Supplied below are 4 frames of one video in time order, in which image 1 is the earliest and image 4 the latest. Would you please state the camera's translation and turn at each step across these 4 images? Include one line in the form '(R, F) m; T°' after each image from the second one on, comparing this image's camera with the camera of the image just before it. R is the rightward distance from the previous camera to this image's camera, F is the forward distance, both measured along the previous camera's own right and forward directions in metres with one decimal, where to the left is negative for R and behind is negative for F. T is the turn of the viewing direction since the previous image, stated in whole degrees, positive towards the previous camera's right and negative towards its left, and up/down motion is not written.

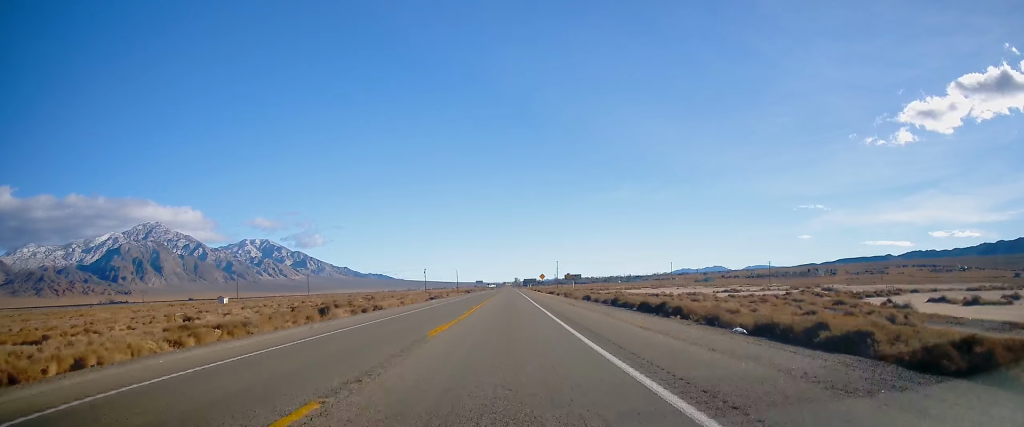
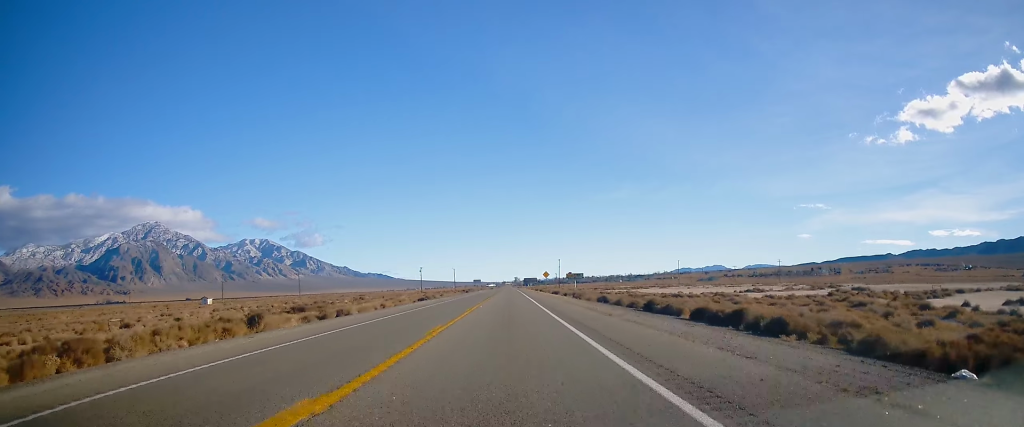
(+0.2, +12.5) m; 0°
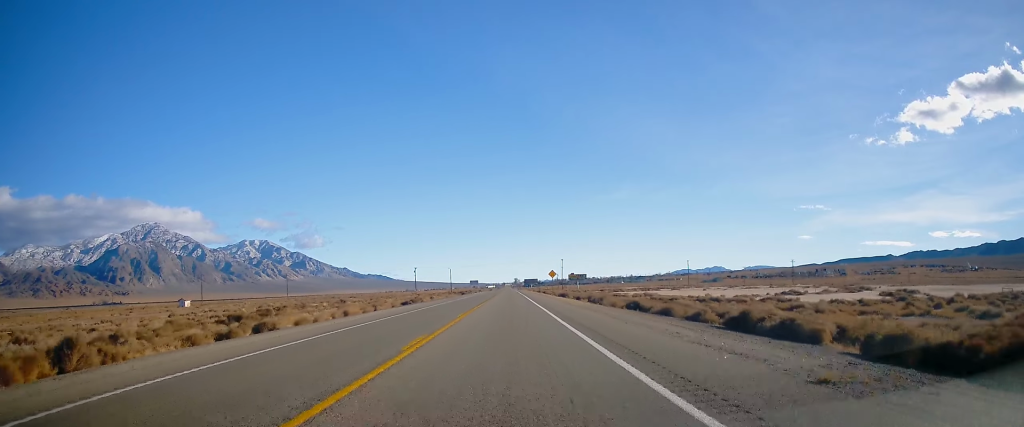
(+0.2, +15.6) m; 0°
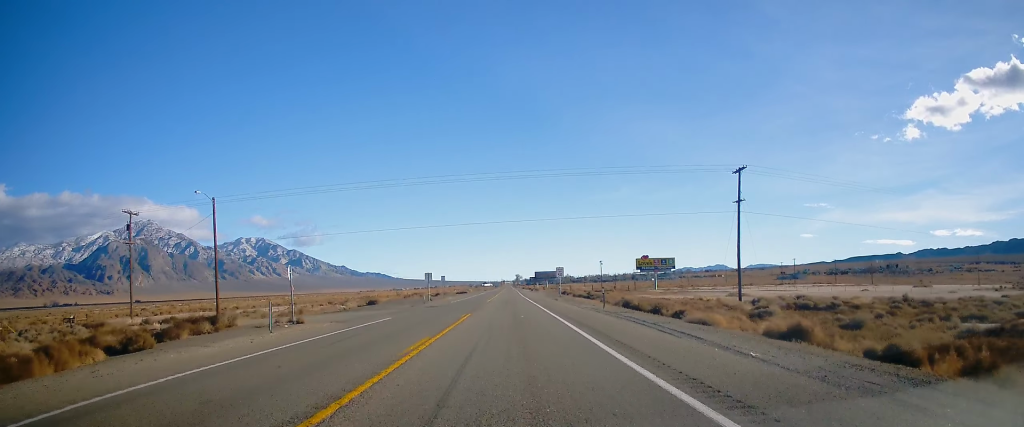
(-0.9, +196.5) m; -1°
